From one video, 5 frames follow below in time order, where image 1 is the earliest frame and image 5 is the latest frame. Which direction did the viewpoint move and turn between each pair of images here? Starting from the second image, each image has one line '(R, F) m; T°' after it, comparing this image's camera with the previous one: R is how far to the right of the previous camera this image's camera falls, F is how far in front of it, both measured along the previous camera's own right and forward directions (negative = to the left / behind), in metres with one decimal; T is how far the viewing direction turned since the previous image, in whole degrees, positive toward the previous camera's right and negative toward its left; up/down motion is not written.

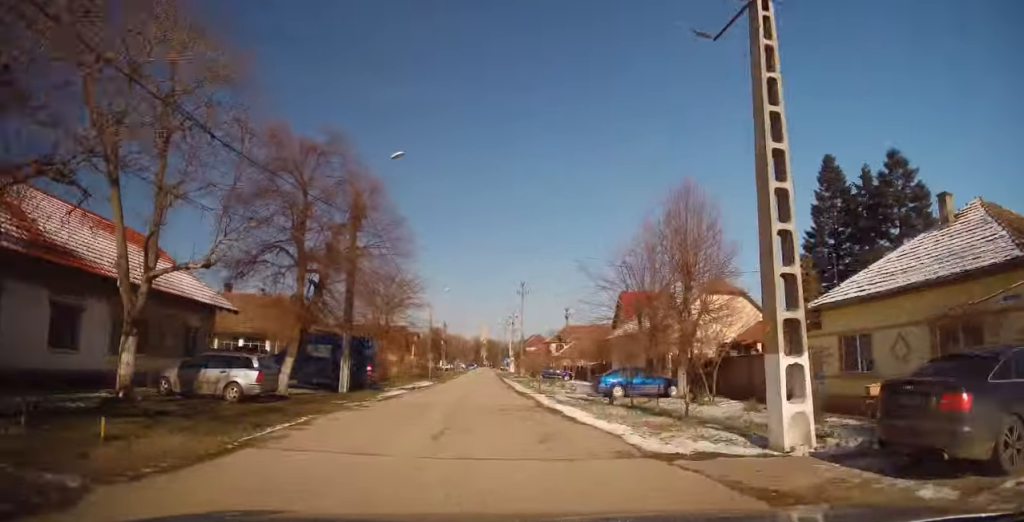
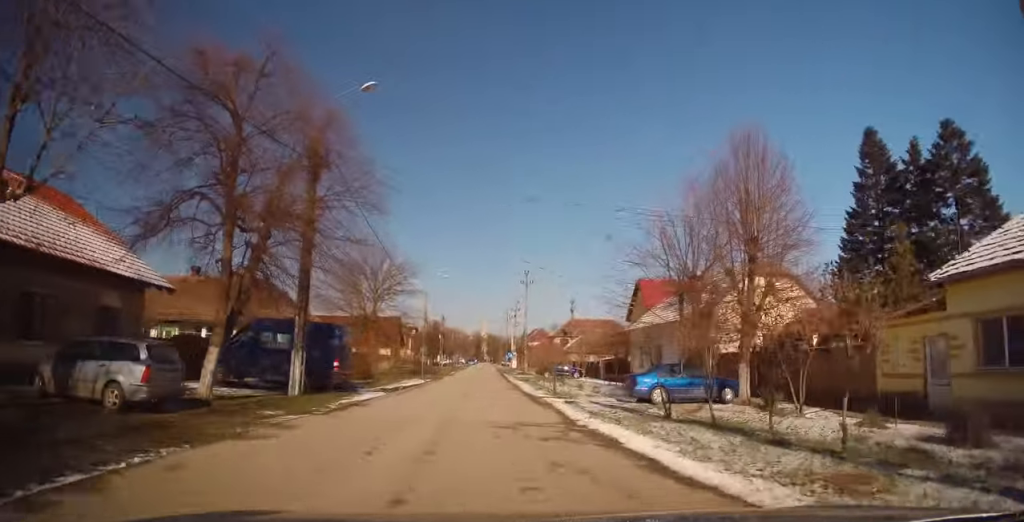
(0.0, +5.6) m; 0°
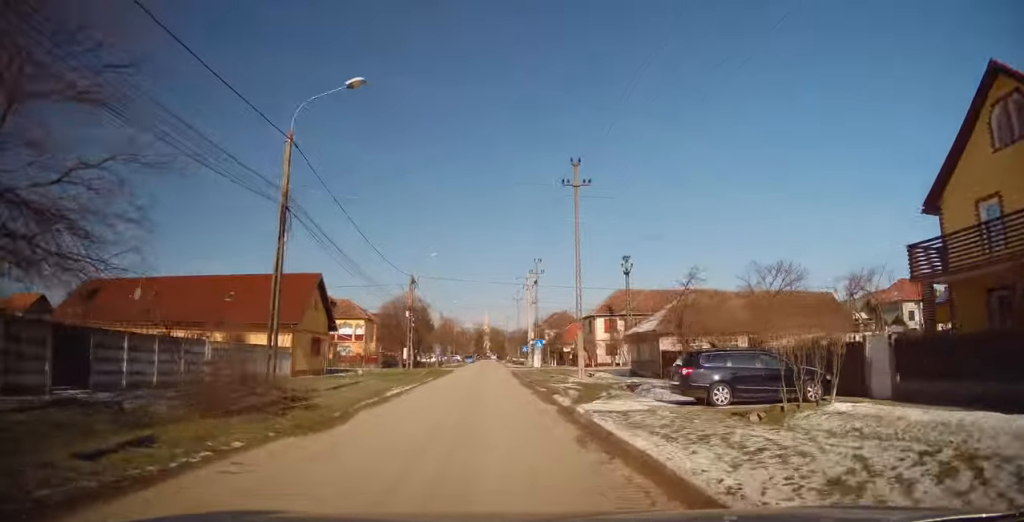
(+0.6, +36.2) m; +2°
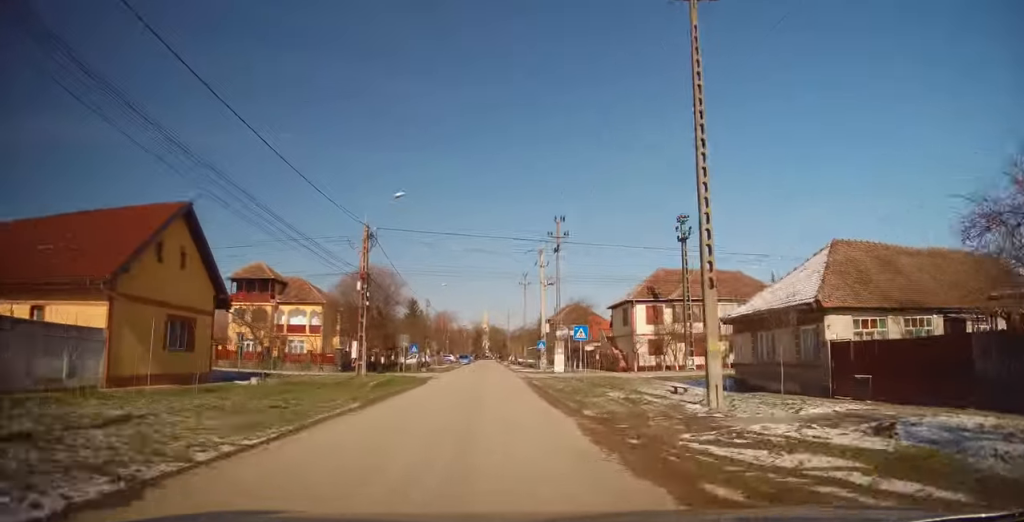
(+0.2, +17.1) m; 0°
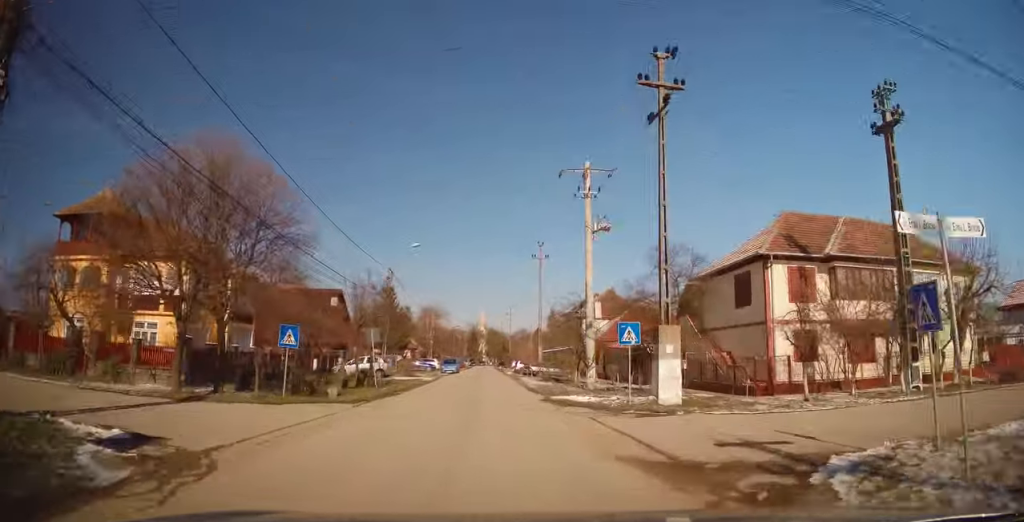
(-0.2, +24.7) m; -1°
